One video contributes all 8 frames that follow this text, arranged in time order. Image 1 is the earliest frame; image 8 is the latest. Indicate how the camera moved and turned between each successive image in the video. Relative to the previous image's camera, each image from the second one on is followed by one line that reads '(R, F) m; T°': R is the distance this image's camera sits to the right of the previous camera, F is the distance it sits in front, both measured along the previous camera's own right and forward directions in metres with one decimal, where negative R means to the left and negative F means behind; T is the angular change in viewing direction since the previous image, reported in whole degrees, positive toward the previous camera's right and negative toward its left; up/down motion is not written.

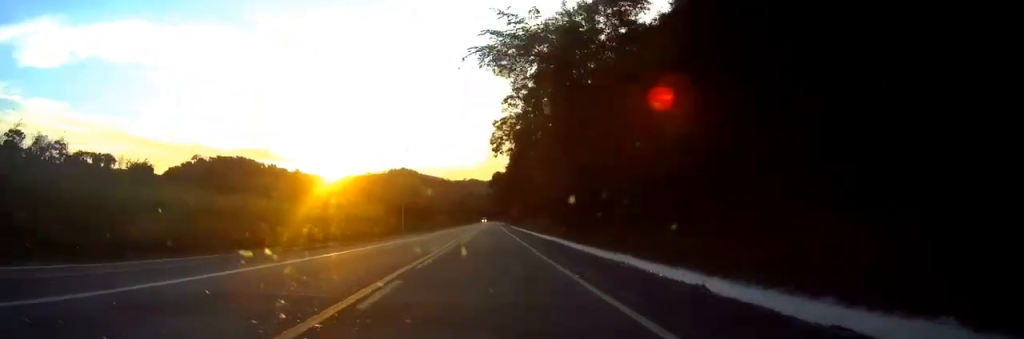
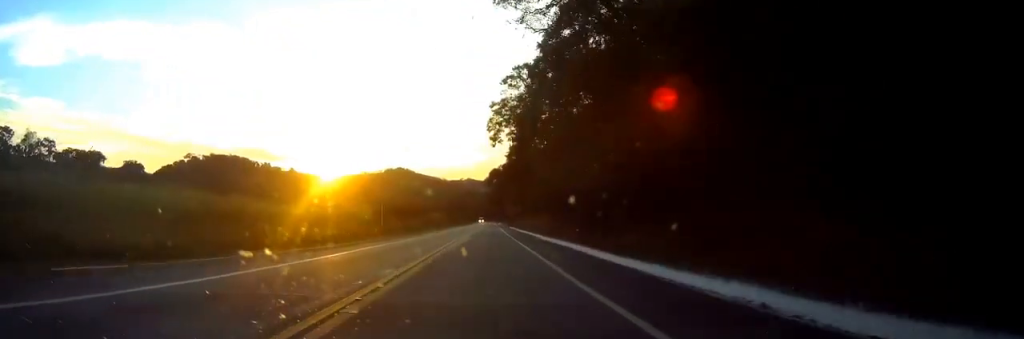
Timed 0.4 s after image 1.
(0.0, +11.8) m; 0°
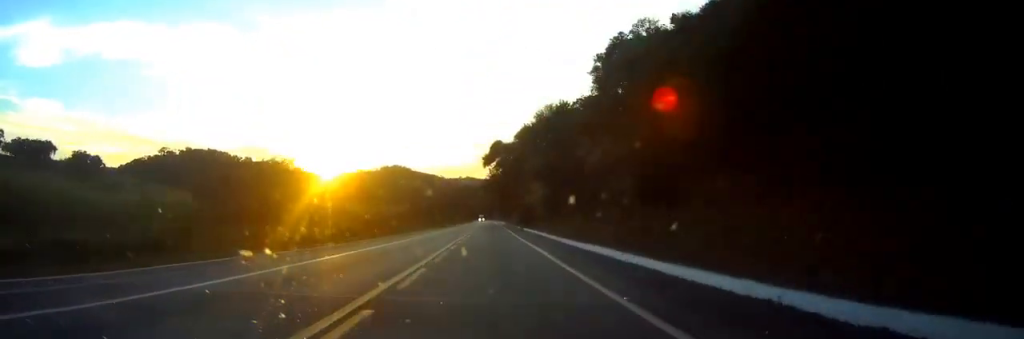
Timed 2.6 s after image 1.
(+0.3, +66.1) m; 0°
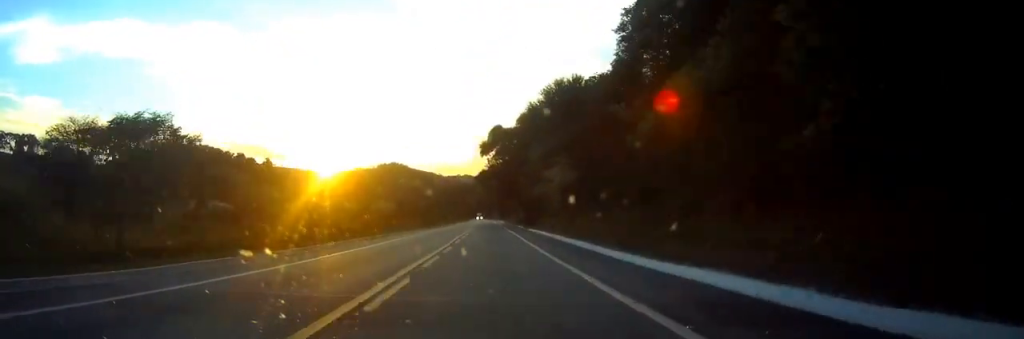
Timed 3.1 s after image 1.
(0.0, +17.9) m; 0°
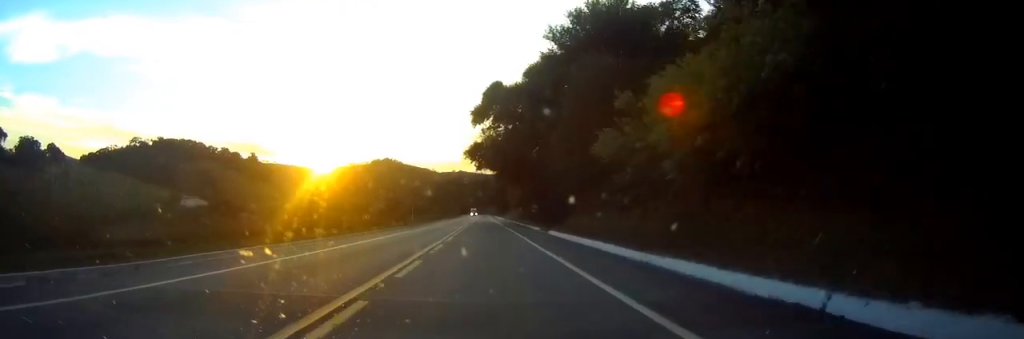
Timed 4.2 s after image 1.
(+0.2, +33.0) m; 0°
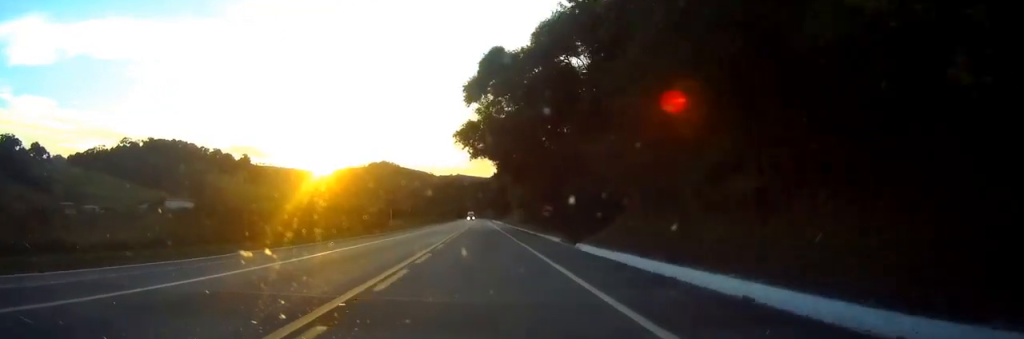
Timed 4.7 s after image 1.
(+0.1, +17.3) m; 0°
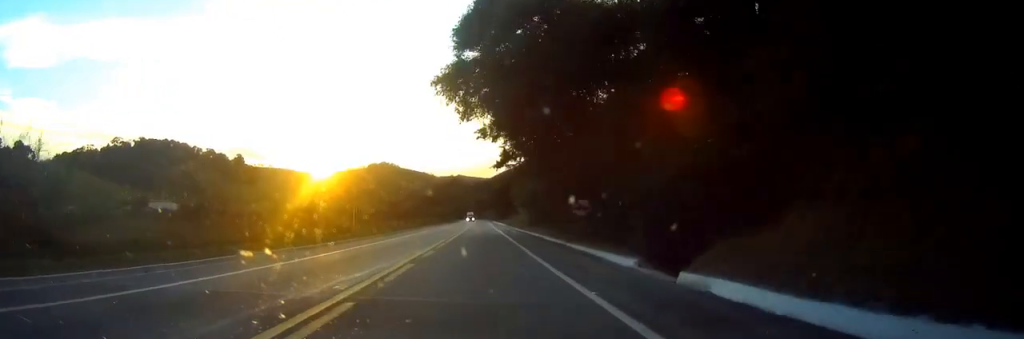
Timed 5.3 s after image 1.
(0.0, +19.5) m; 0°
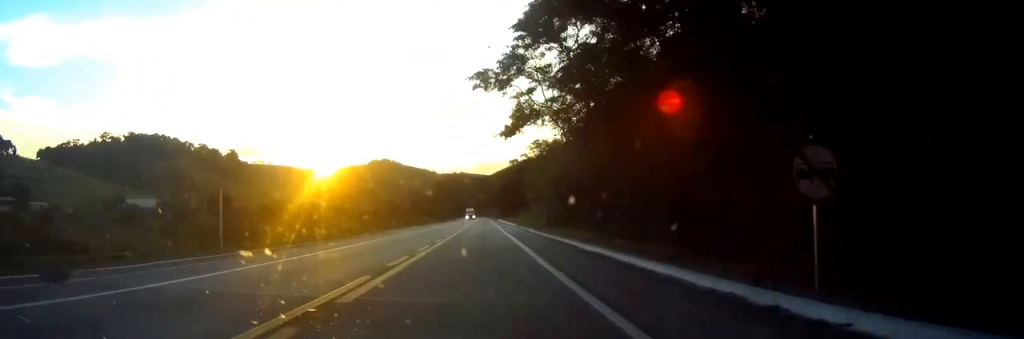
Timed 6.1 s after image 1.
(-0.2, +25.1) m; 0°
